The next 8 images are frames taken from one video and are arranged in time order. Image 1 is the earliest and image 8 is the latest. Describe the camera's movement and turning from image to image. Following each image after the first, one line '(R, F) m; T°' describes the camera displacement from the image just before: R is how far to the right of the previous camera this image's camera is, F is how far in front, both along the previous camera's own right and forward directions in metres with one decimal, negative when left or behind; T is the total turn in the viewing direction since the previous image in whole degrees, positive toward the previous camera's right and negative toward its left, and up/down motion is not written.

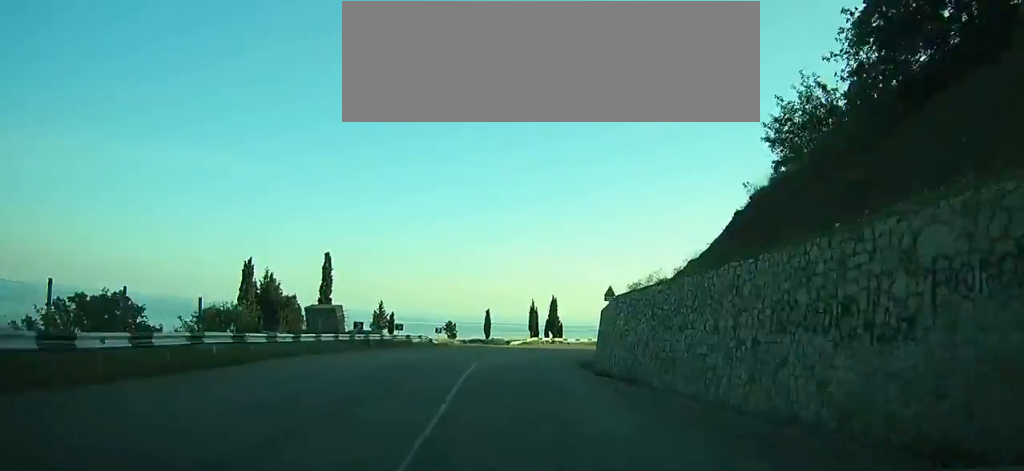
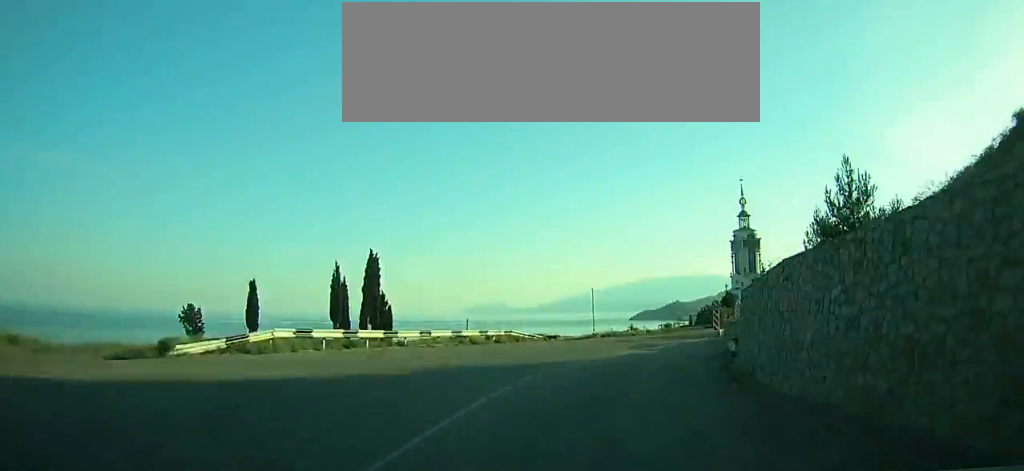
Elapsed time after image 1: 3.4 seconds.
(-1.3, +51.9) m; +11°
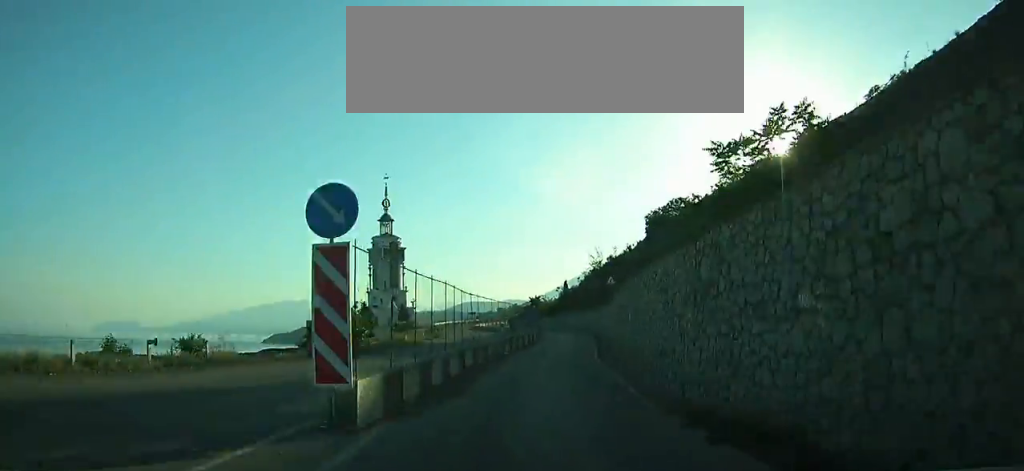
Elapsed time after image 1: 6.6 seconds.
(+9.5, +41.1) m; +26°
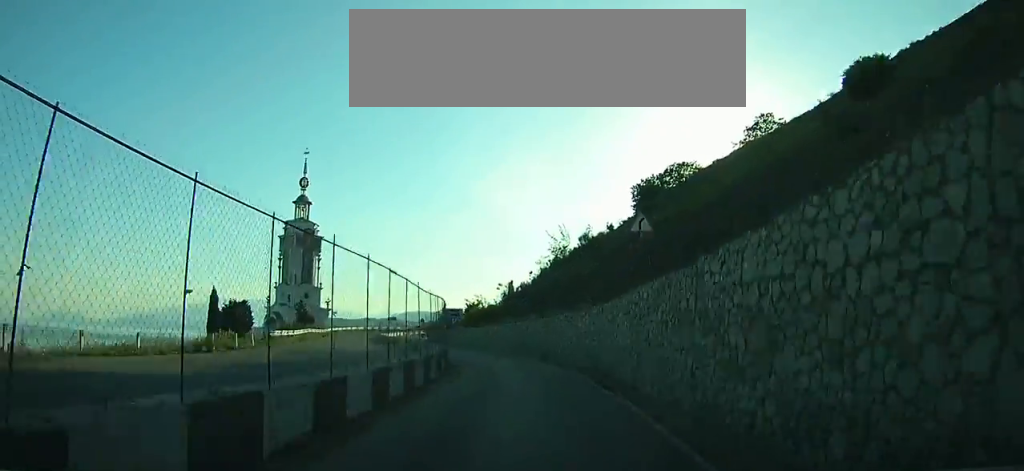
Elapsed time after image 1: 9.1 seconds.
(+5.8, +30.6) m; +7°
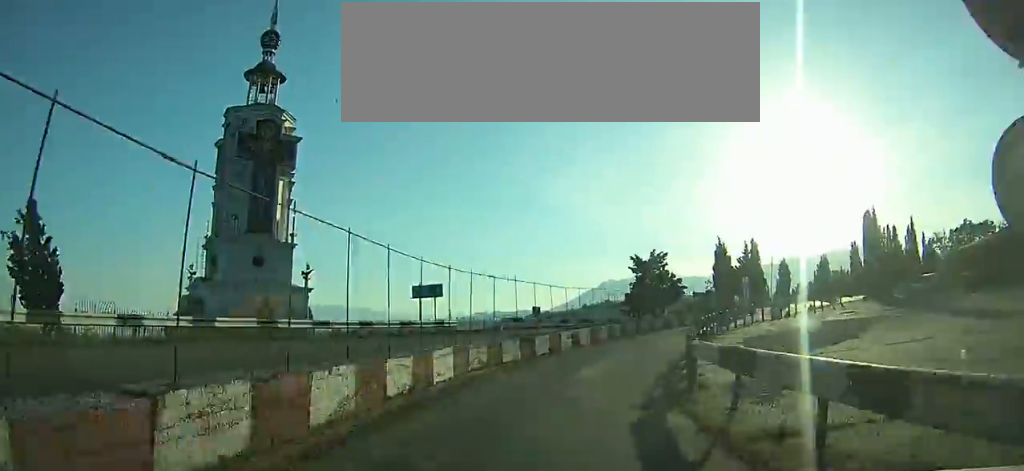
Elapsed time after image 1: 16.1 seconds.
(-6.7, +82.3) m; +1°
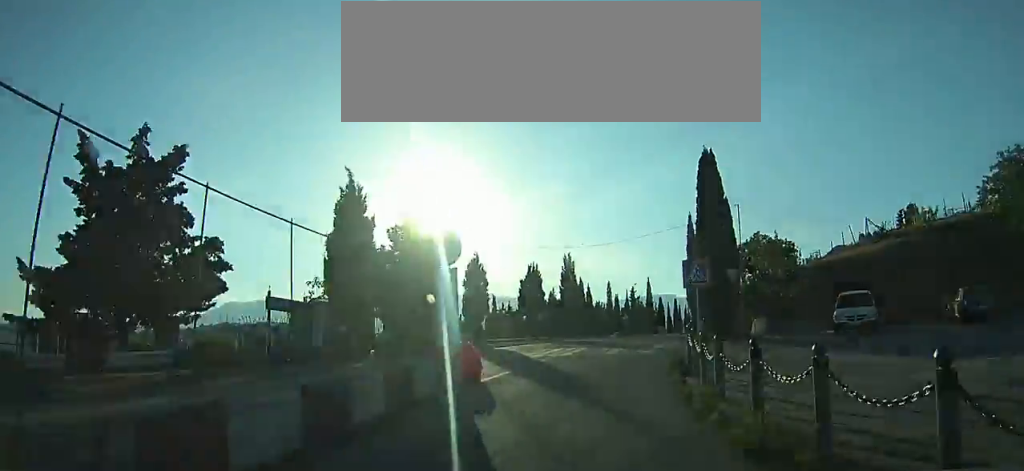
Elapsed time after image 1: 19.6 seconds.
(+8.5, +37.6) m; +23°
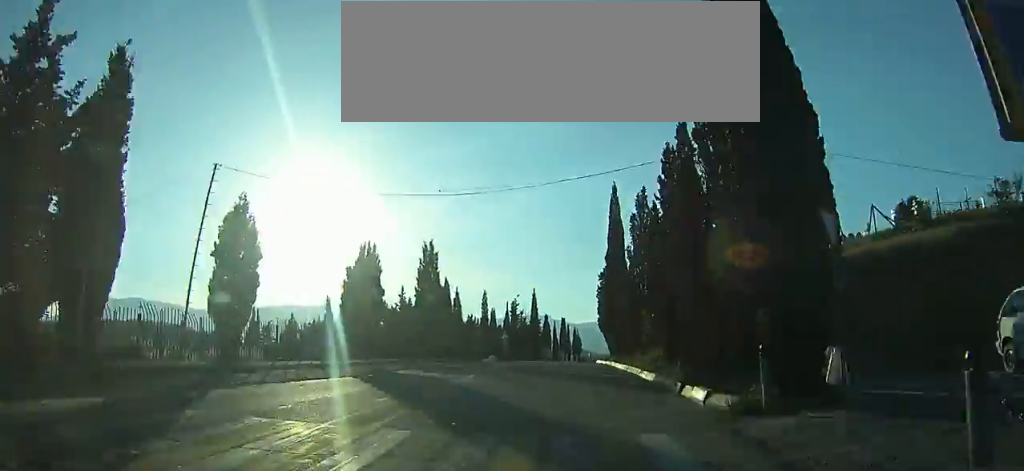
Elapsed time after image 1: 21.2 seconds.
(+2.2, +17.1) m; +10°
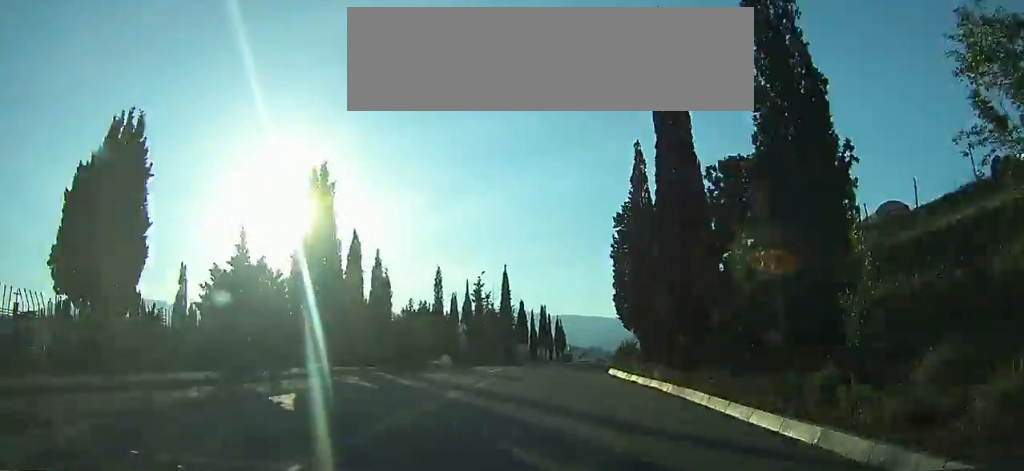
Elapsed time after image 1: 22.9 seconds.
(+1.6, +17.9) m; +10°
